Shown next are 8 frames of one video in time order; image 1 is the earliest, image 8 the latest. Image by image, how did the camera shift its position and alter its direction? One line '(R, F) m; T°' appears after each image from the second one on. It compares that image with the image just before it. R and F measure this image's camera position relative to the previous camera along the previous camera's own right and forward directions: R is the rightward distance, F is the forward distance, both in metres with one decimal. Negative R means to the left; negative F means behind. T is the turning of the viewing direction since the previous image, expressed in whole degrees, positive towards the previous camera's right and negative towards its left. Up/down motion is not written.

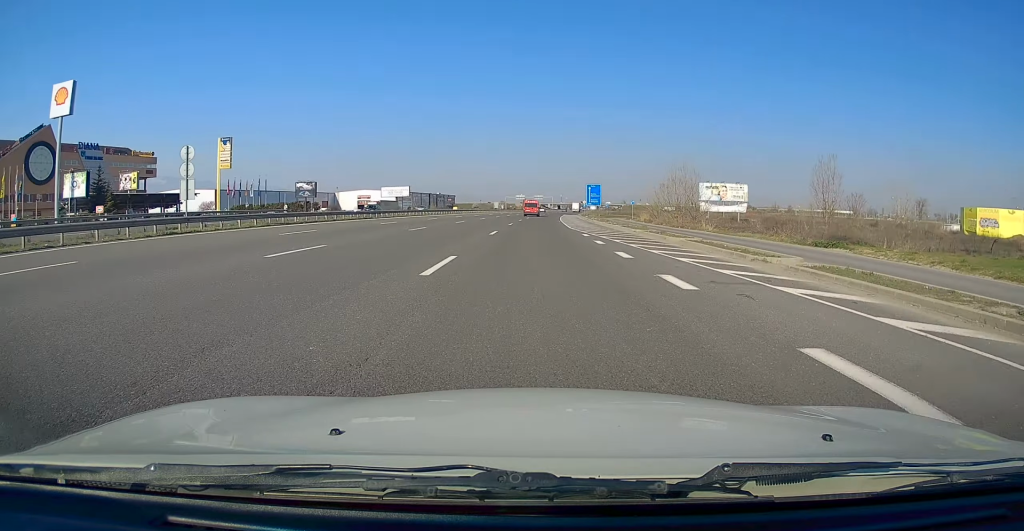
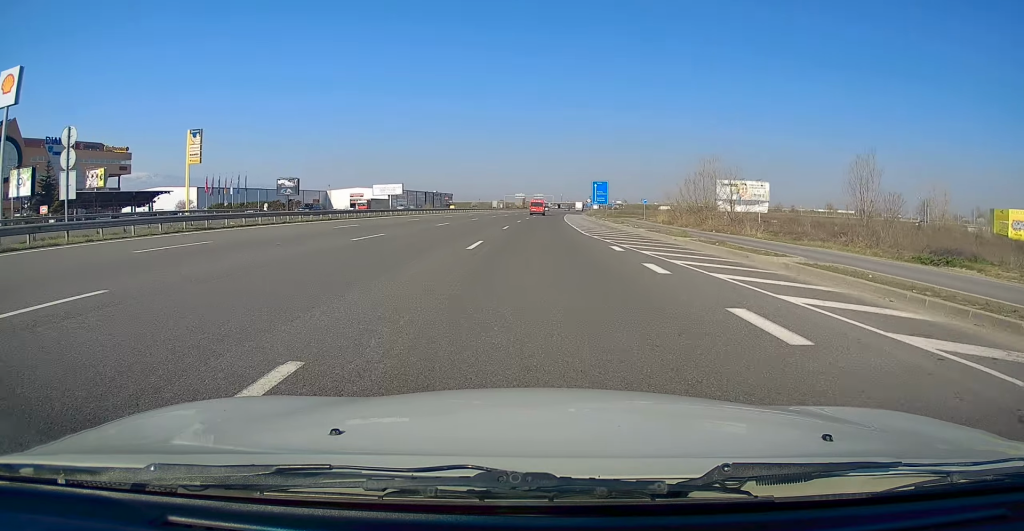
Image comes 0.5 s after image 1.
(0.0, +9.7) m; 0°
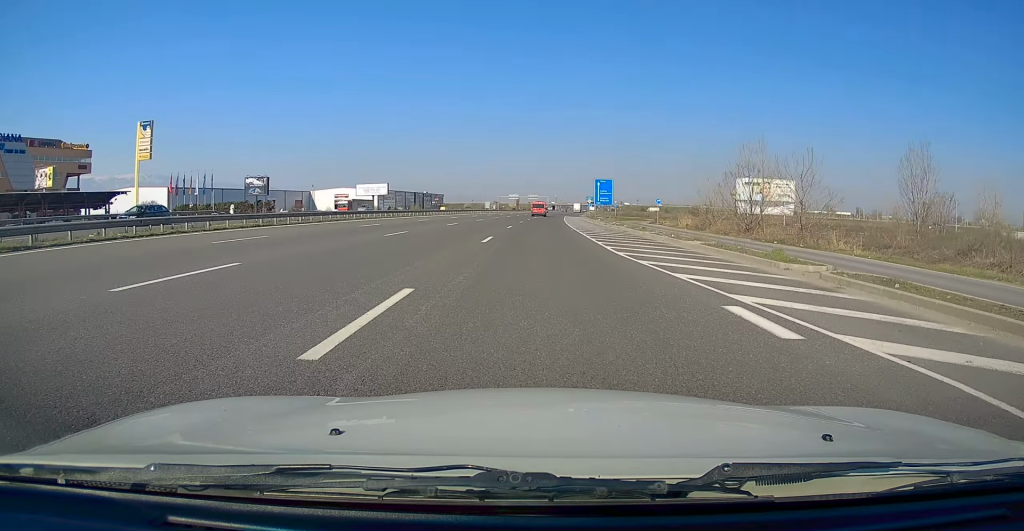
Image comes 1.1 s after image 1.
(0.0, +11.7) m; 0°
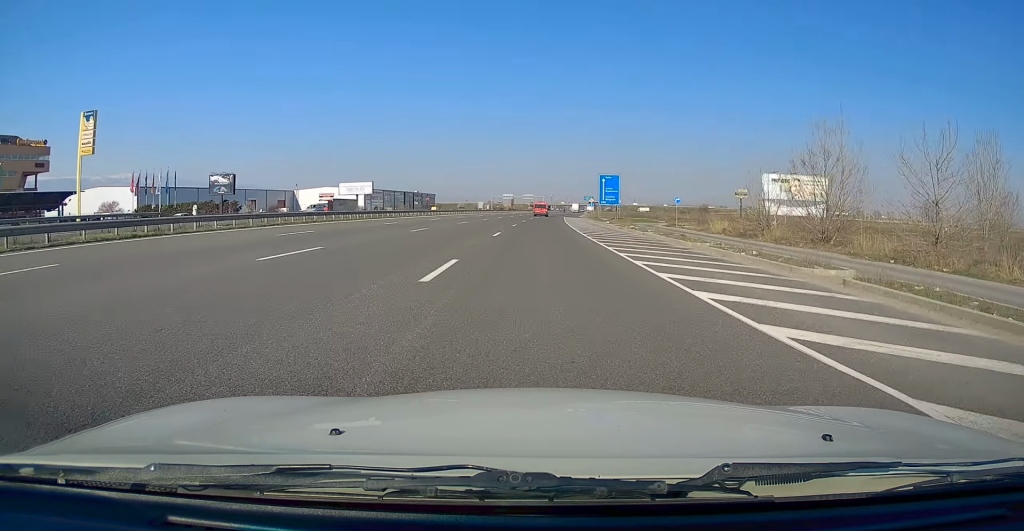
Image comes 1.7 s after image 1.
(0.0, +11.0) m; 0°
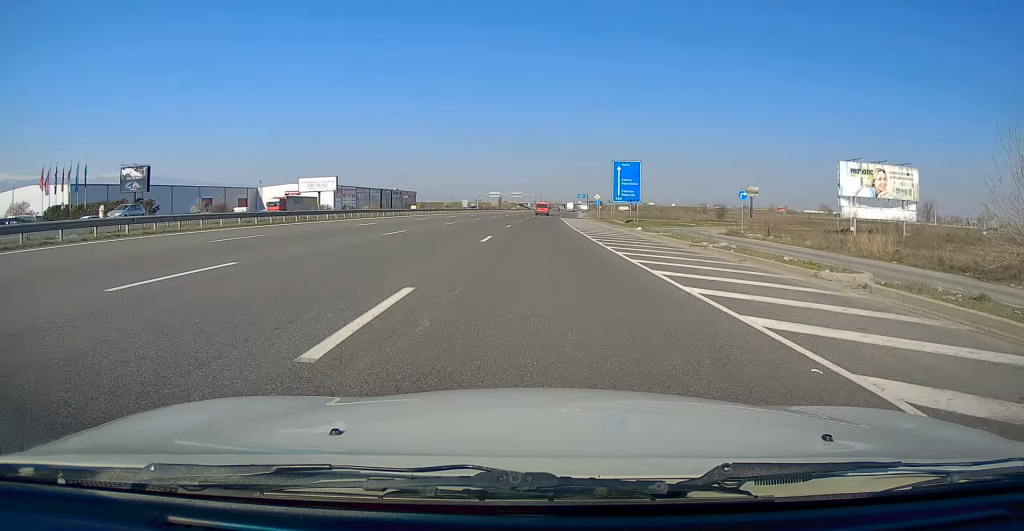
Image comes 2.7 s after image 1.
(+0.2, +20.8) m; +2°
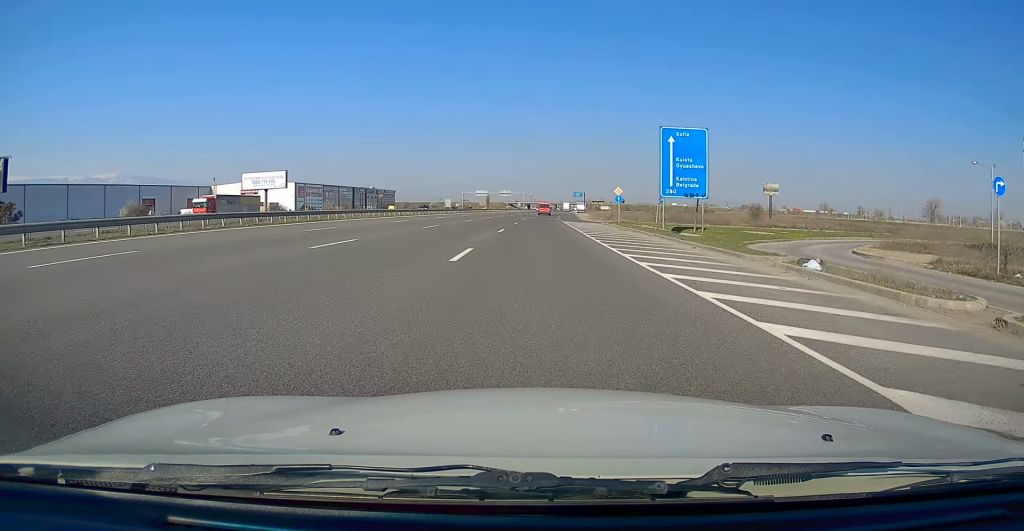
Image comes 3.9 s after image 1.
(+0.4, +23.5) m; +1°
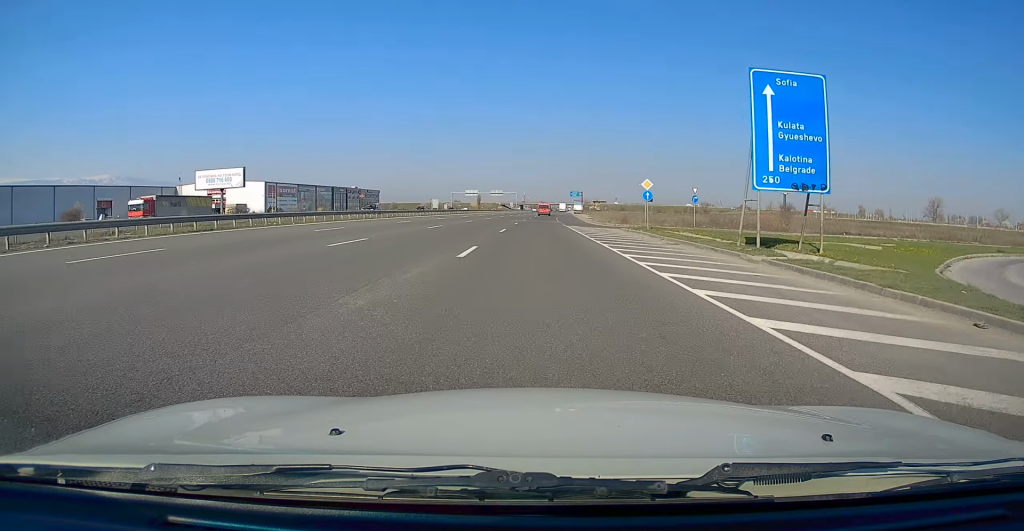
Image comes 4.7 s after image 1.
(0.0, +14.4) m; 0°
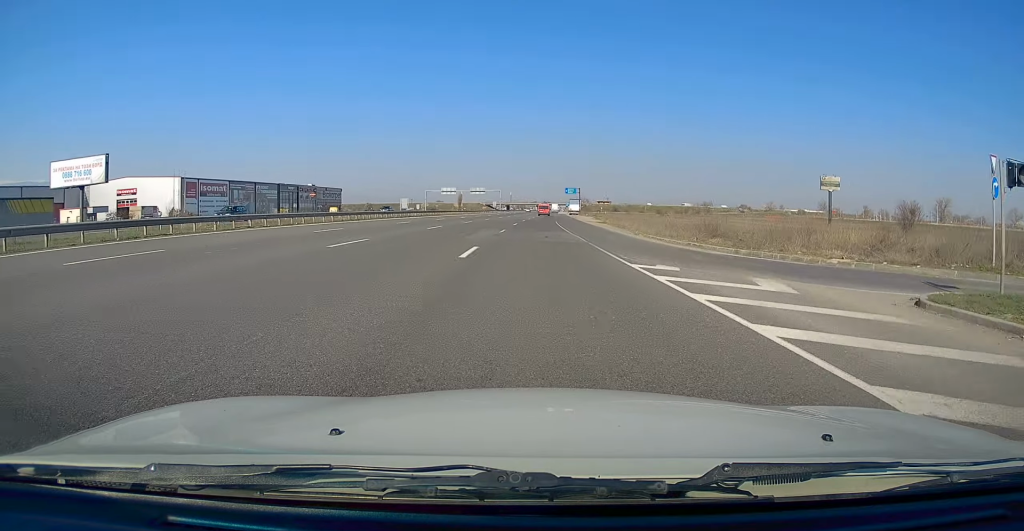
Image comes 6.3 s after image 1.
(+0.6, +31.5) m; +2°
